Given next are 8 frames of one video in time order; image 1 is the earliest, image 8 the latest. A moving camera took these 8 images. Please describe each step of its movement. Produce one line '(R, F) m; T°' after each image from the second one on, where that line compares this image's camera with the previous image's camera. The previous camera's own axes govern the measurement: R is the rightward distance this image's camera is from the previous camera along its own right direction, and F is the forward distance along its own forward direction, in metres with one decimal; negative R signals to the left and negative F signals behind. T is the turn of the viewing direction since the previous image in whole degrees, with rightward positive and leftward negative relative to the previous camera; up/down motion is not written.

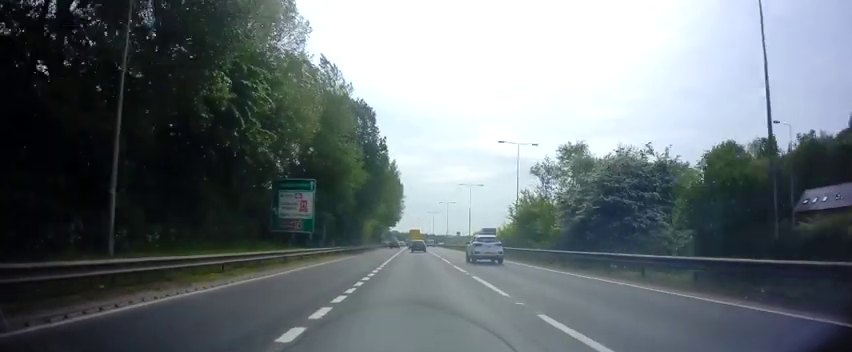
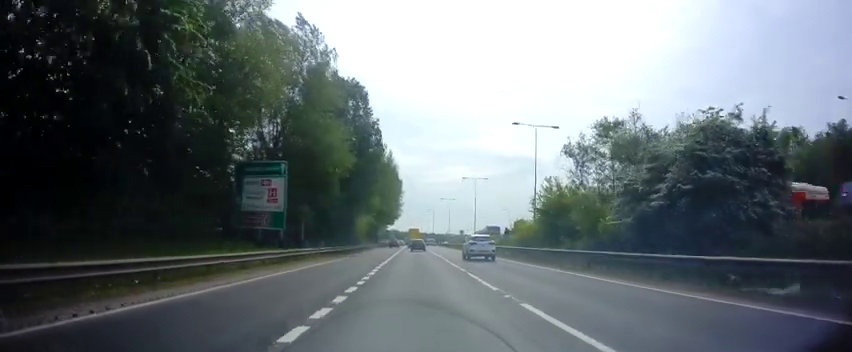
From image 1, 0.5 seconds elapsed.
(0.0, +7.8) m; +1°
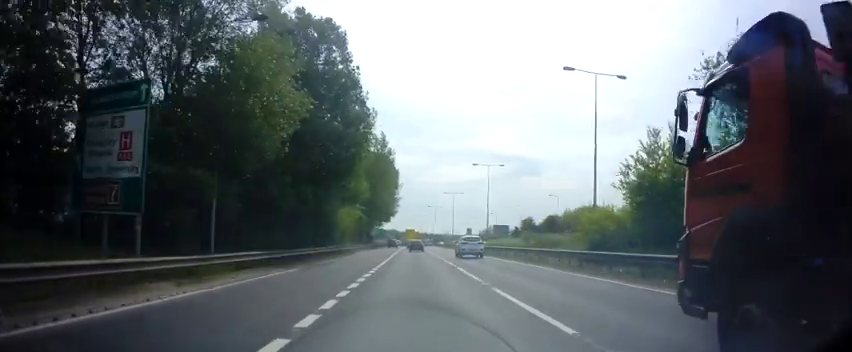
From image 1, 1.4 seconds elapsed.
(+0.4, +15.0) m; -1°
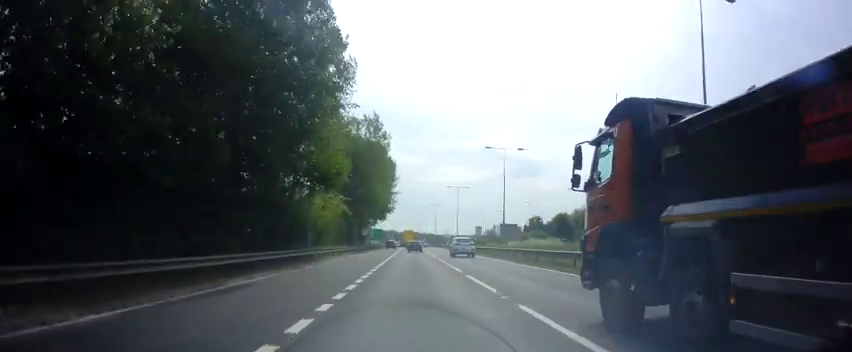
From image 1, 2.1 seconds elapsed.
(-0.4, +12.3) m; -1°
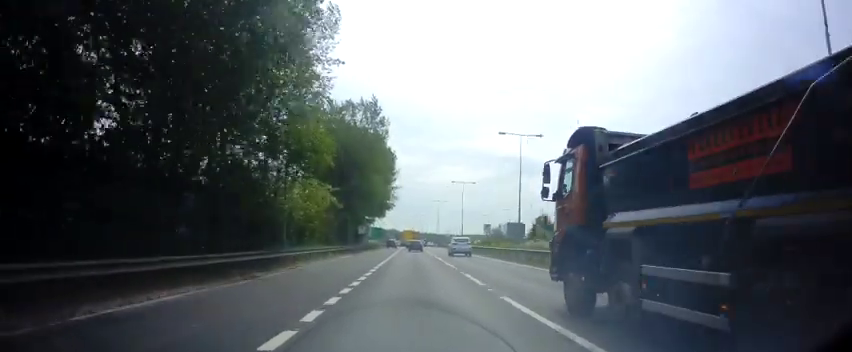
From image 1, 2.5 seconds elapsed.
(0.0, +7.2) m; 0°
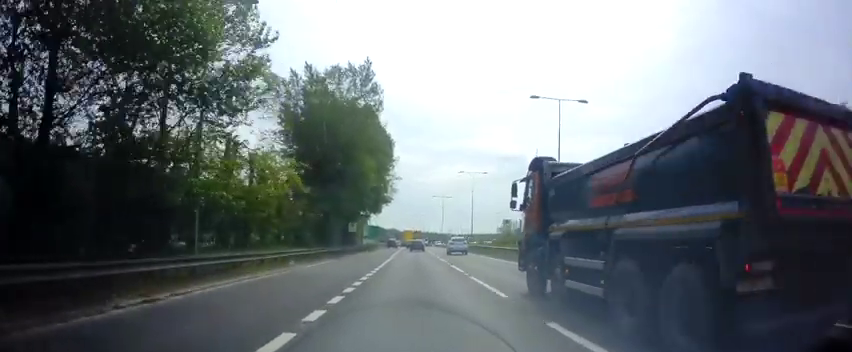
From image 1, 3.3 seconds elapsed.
(0.0, +12.2) m; +2°
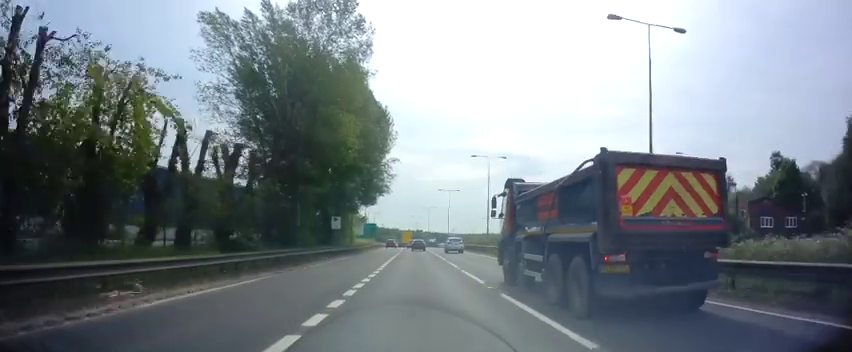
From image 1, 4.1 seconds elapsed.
(+0.4, +13.9) m; 0°
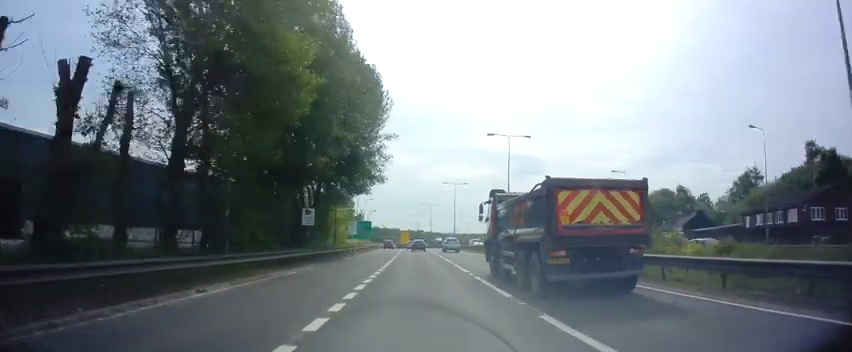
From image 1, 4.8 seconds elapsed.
(-0.1, +12.2) m; -1°
